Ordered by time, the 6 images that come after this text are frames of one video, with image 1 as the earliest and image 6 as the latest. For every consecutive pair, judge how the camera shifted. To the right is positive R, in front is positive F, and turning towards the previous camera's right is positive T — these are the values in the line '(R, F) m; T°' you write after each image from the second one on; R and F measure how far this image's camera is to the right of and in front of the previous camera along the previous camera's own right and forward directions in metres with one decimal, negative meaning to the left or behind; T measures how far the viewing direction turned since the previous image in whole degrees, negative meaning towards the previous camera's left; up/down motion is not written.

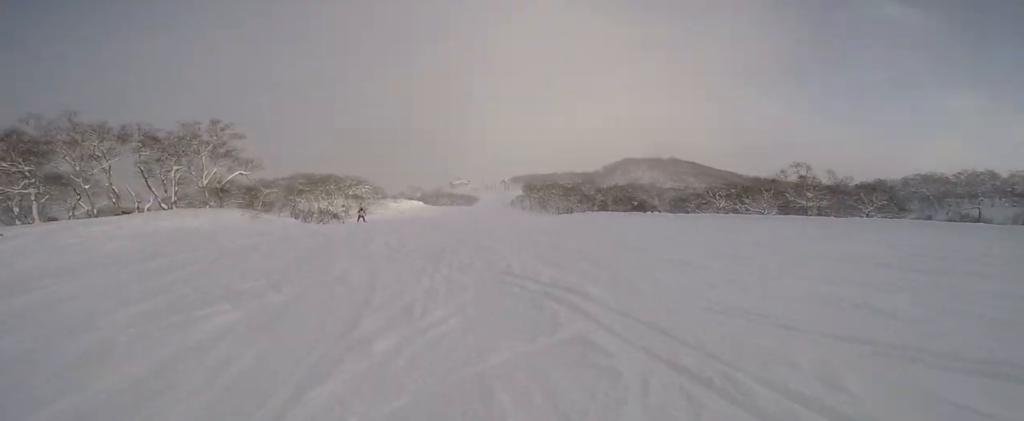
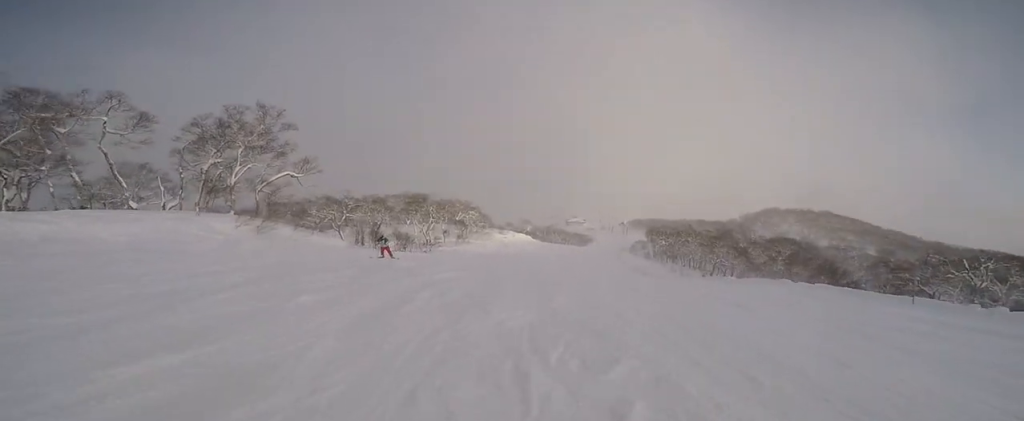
(0.0, +16.1) m; 0°
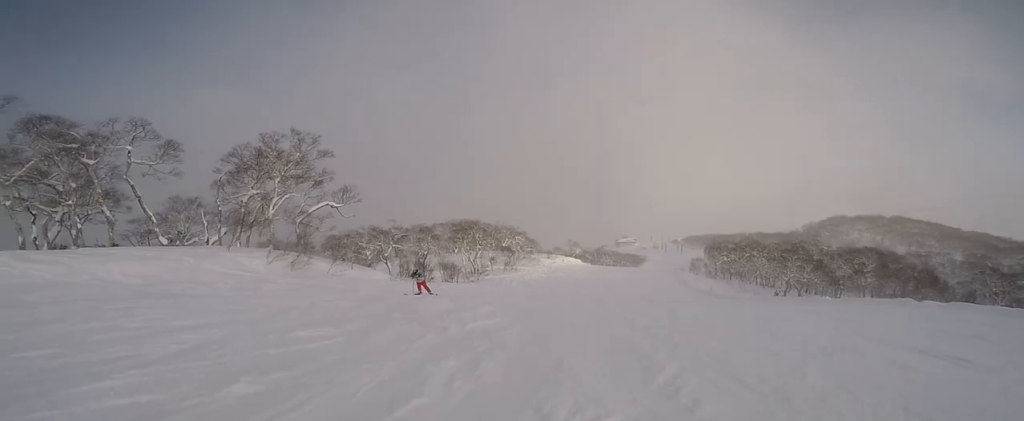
(0.0, +3.2) m; 0°
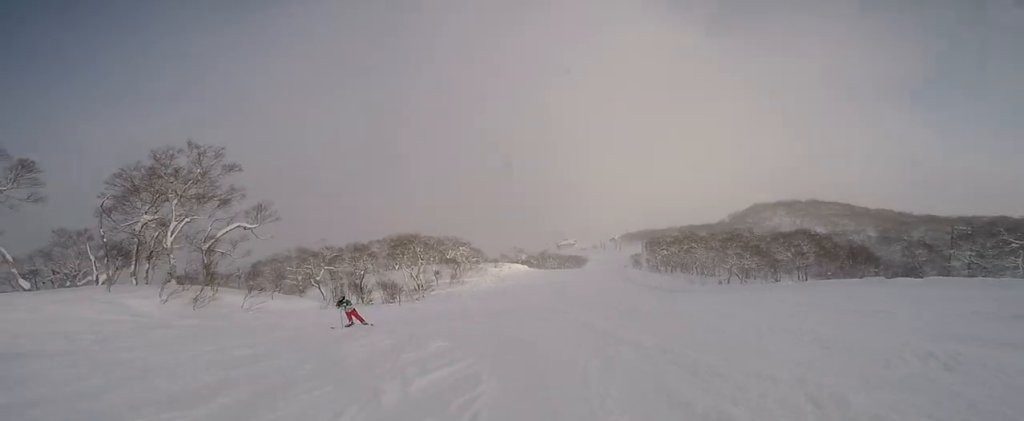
(0.0, +2.9) m; 0°
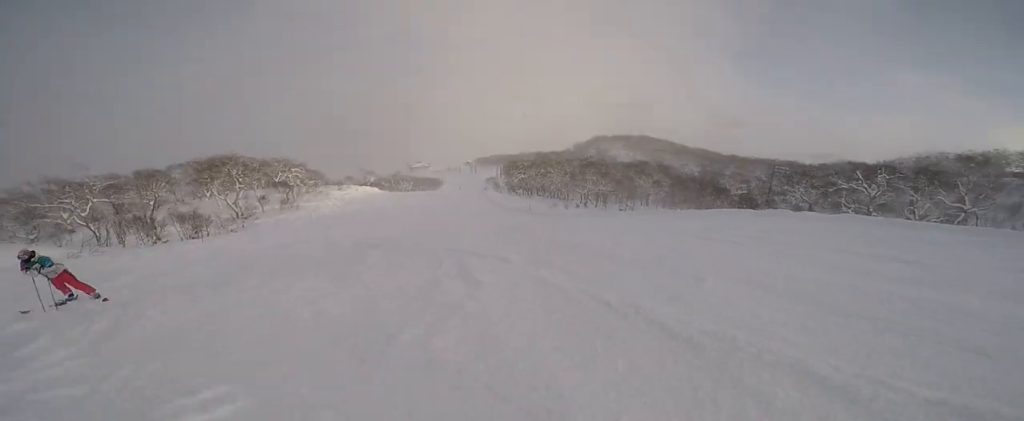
(0.0, +5.4) m; 0°
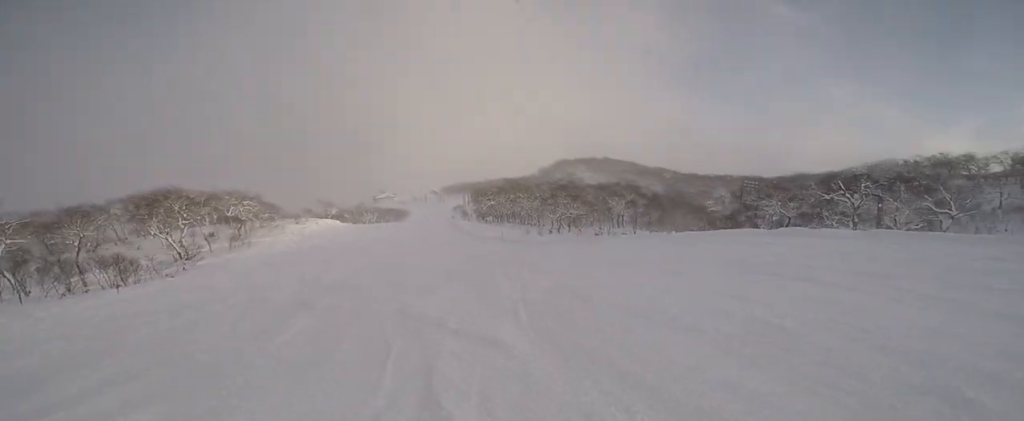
(0.0, +3.7) m; 0°
